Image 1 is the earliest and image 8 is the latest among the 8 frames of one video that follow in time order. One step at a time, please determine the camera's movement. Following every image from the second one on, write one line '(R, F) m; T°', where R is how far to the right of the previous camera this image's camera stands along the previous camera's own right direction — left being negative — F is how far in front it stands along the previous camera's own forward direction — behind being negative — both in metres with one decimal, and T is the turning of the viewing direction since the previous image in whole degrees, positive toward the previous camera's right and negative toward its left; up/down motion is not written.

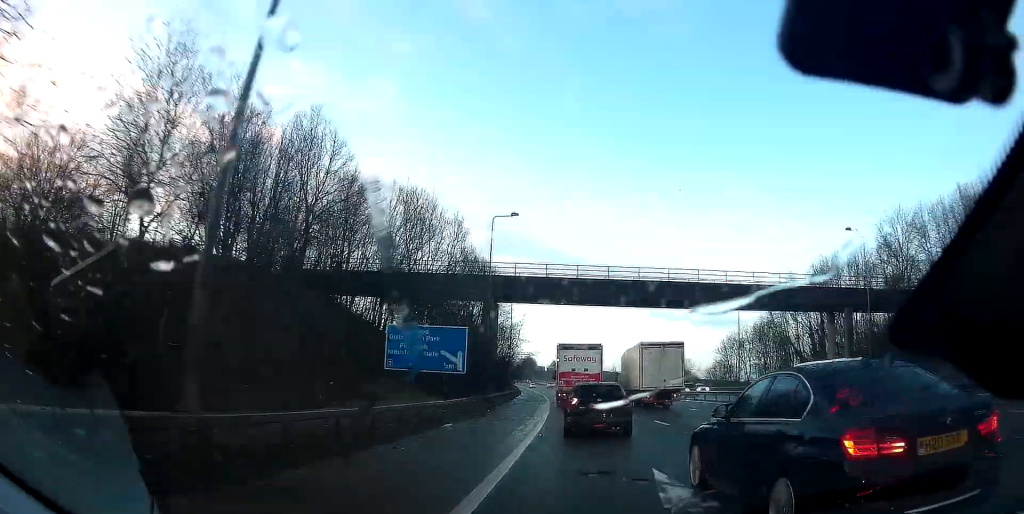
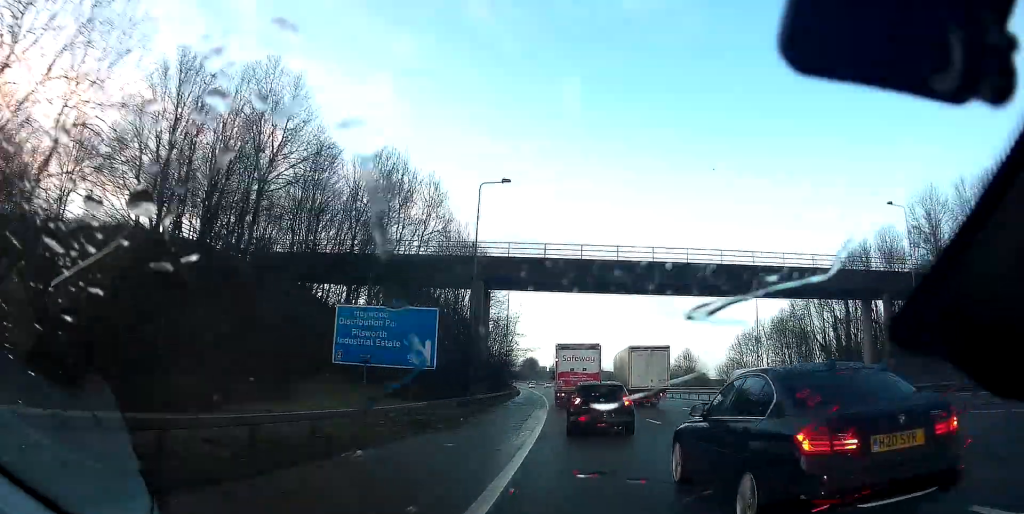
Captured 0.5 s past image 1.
(-0.1, +8.0) m; -1°
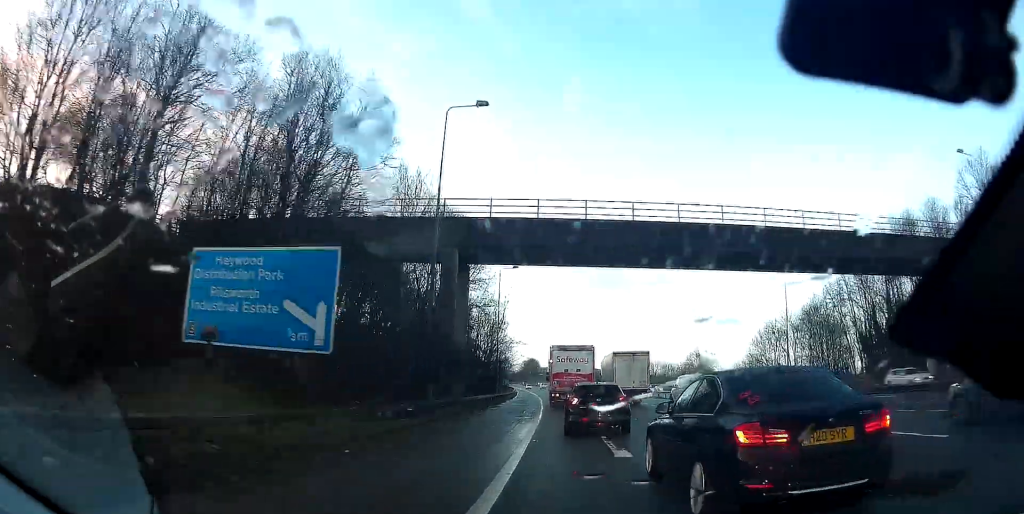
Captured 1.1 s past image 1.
(-0.1, +11.4) m; -1°
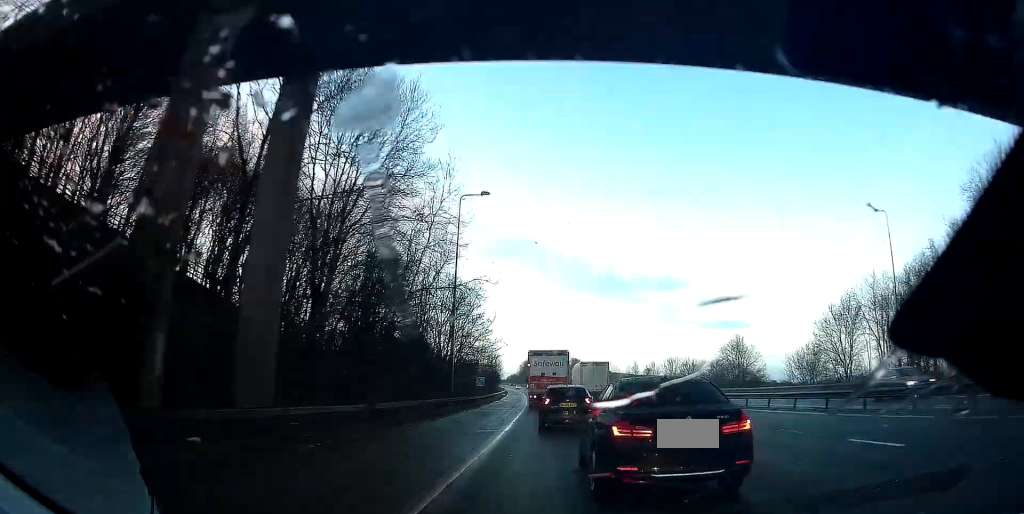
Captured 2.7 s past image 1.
(-0.3, +26.7) m; -1°
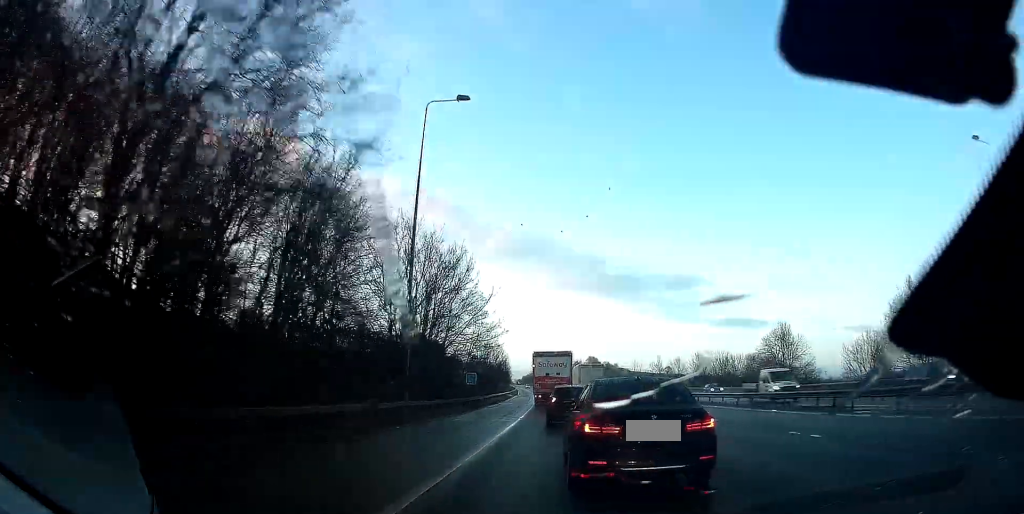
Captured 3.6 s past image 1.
(0.0, +14.8) m; 0°
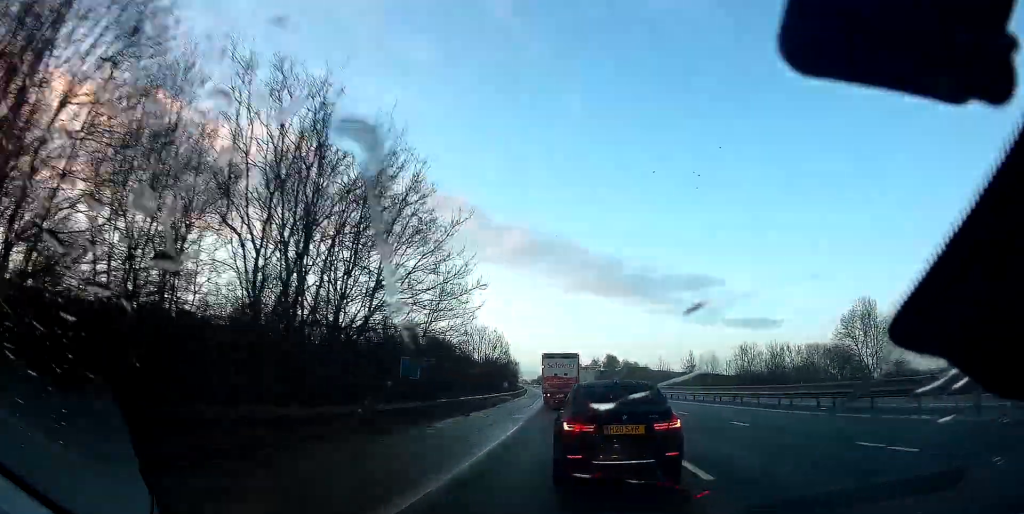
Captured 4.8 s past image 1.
(-0.2, +21.6) m; -1°
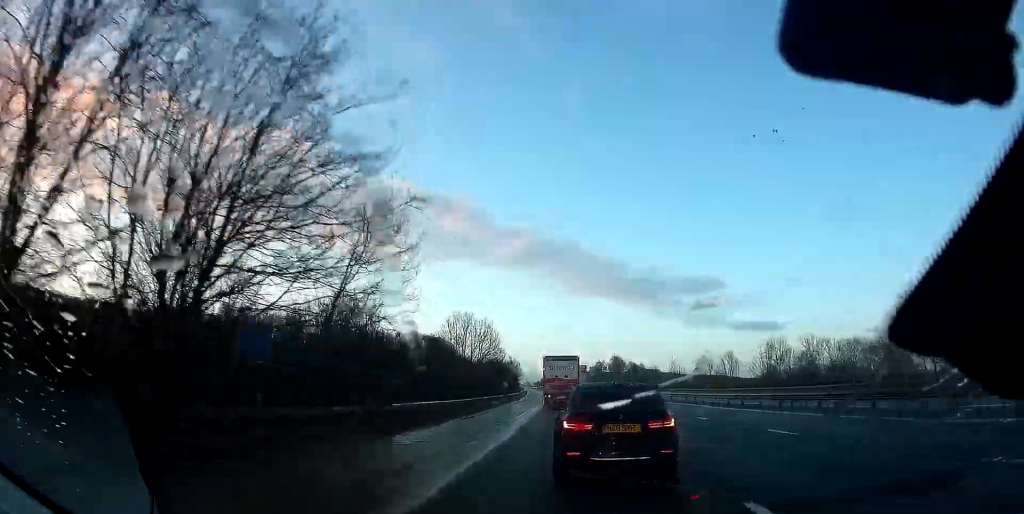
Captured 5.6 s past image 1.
(-0.1, +12.5) m; -1°
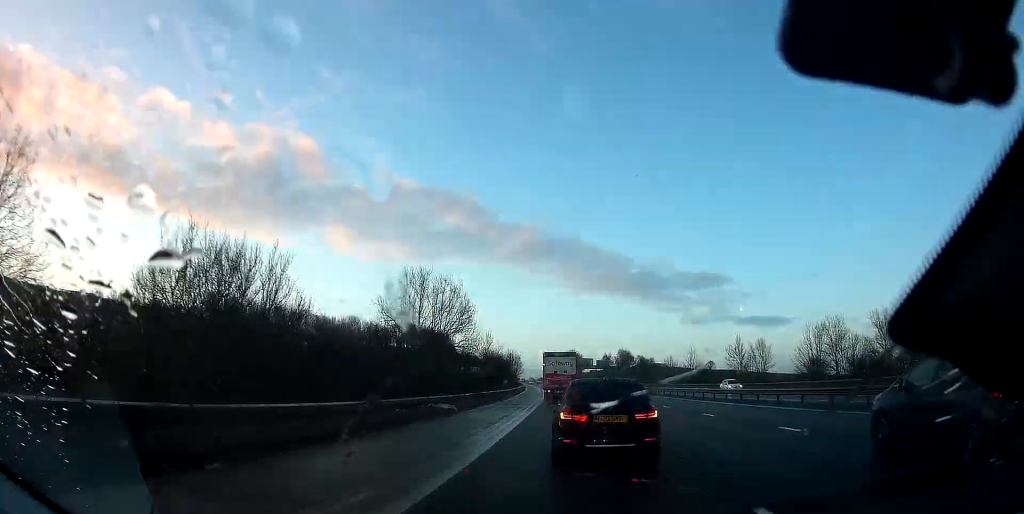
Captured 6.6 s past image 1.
(-0.3, +18.1) m; -3°
